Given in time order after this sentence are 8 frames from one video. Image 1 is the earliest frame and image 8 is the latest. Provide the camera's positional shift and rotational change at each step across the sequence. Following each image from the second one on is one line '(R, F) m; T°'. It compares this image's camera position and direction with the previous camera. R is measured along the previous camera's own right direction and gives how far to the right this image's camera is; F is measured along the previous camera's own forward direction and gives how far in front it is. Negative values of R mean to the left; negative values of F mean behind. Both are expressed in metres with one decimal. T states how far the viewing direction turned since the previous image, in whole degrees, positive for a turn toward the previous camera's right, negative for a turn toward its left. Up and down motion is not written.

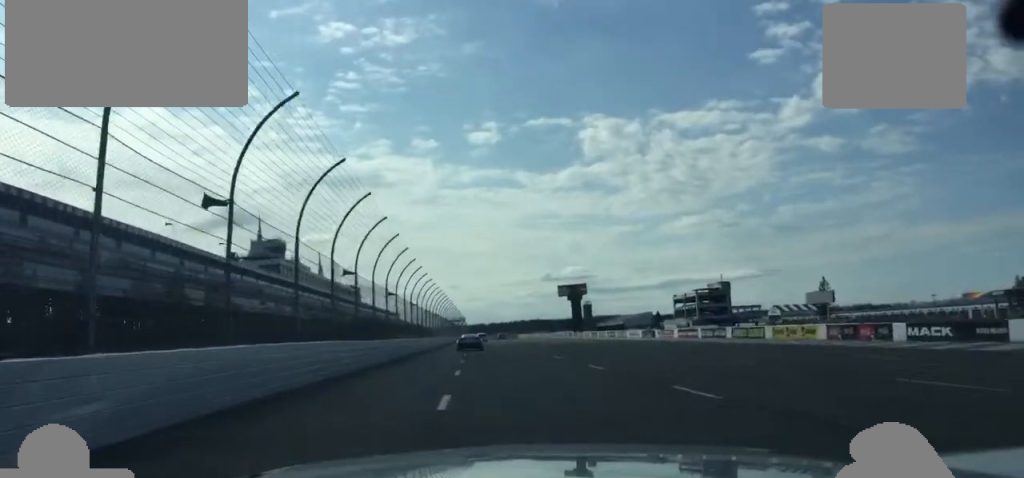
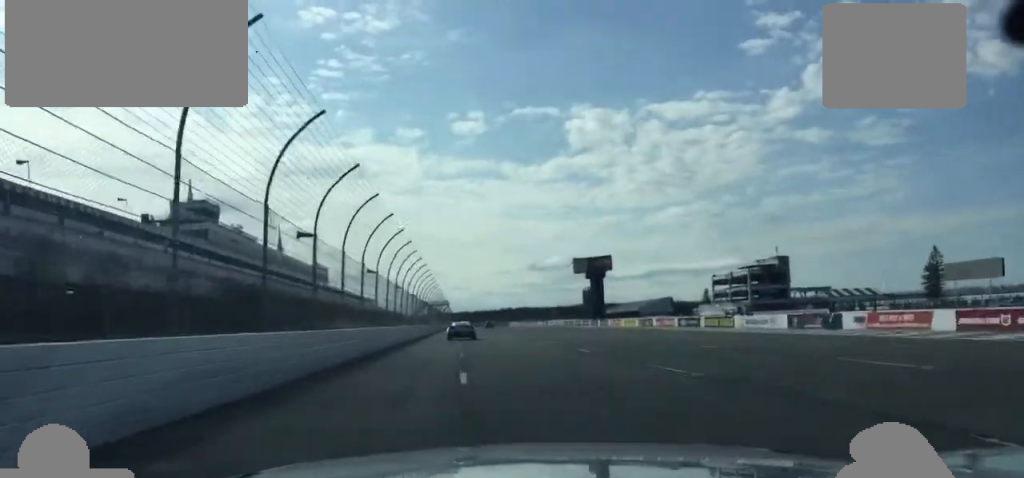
(+0.8, +59.1) m; +1°
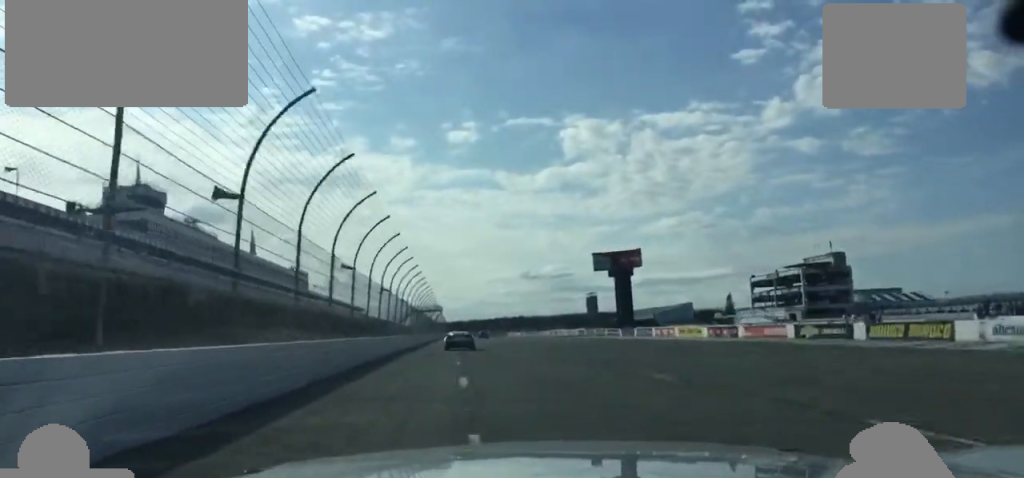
(-0.2, +36.0) m; 0°
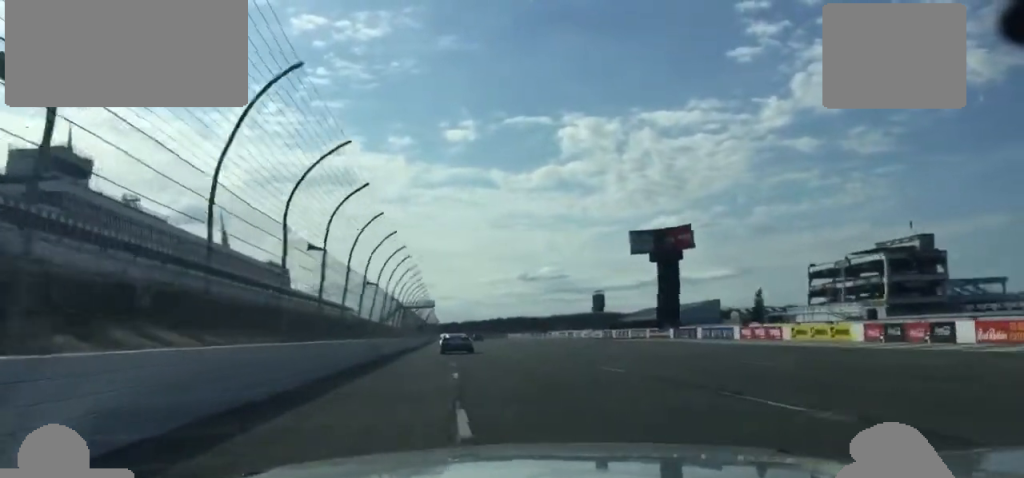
(+0.1, +34.0) m; 0°
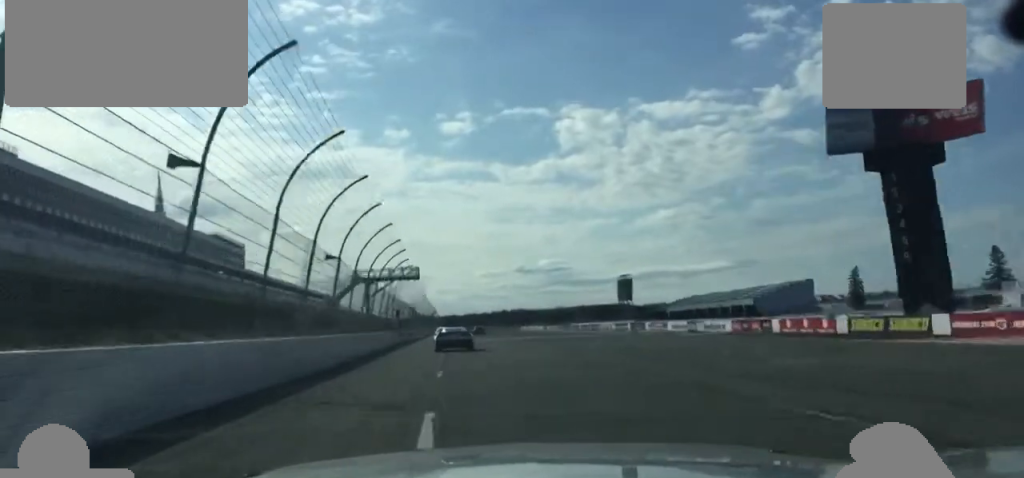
(+0.3, +61.9) m; +1°
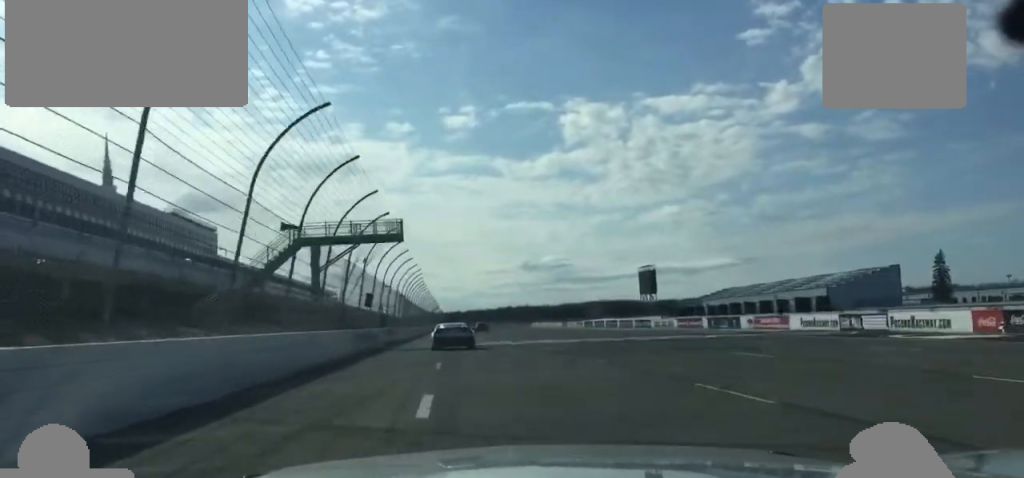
(+0.1, +33.1) m; 0°
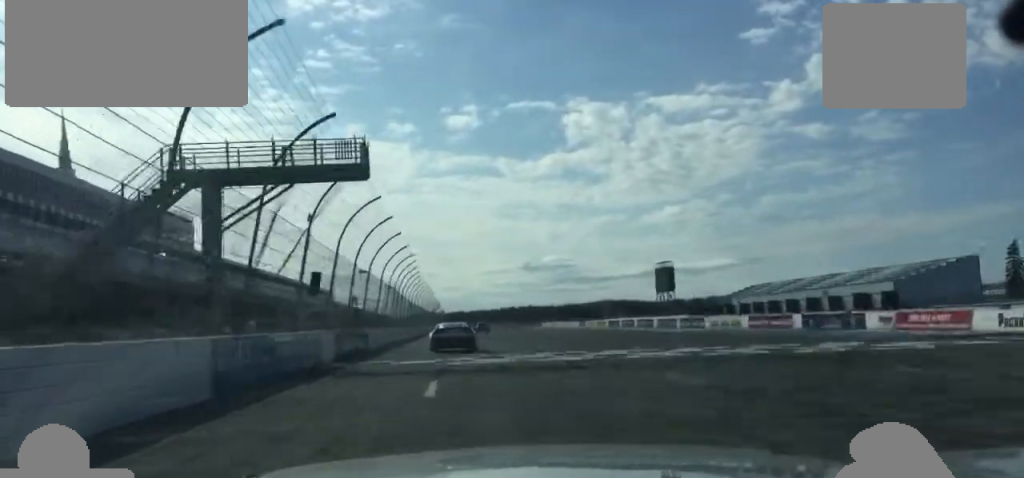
(0.0, +20.8) m; 0°
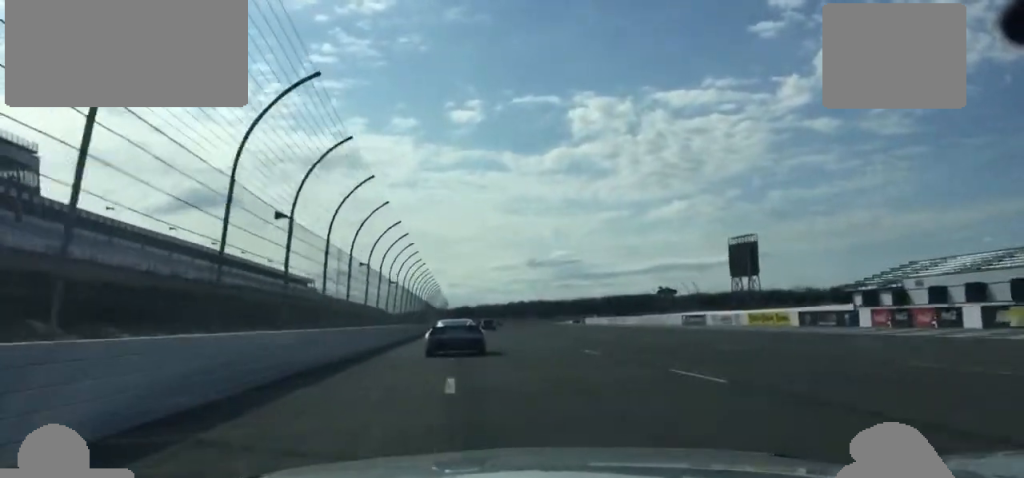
(-0.3, +70.3) m; 0°
